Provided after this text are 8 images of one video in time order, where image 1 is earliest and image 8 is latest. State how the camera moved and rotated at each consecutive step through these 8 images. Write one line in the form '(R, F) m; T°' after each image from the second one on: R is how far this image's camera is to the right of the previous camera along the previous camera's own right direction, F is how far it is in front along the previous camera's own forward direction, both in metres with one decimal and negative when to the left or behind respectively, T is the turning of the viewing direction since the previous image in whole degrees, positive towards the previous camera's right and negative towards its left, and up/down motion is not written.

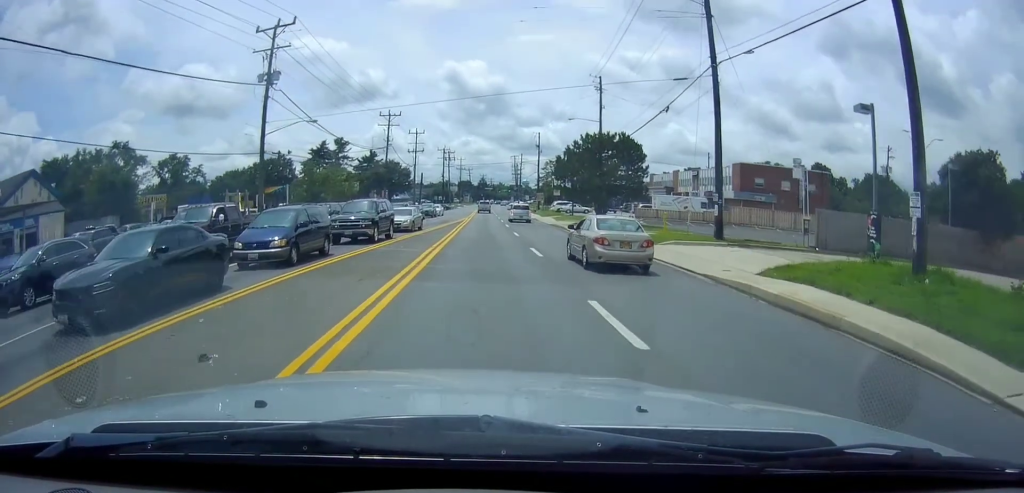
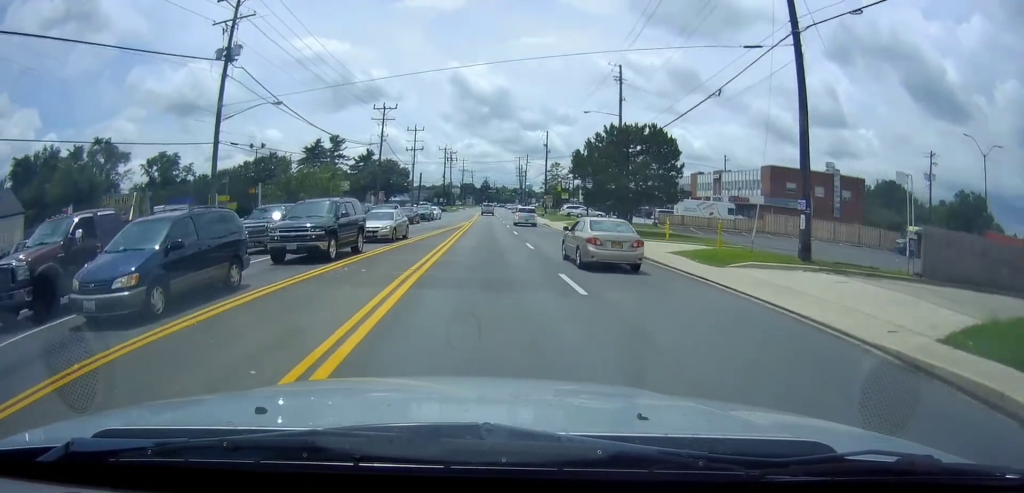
(-0.3, +8.9) m; 0°
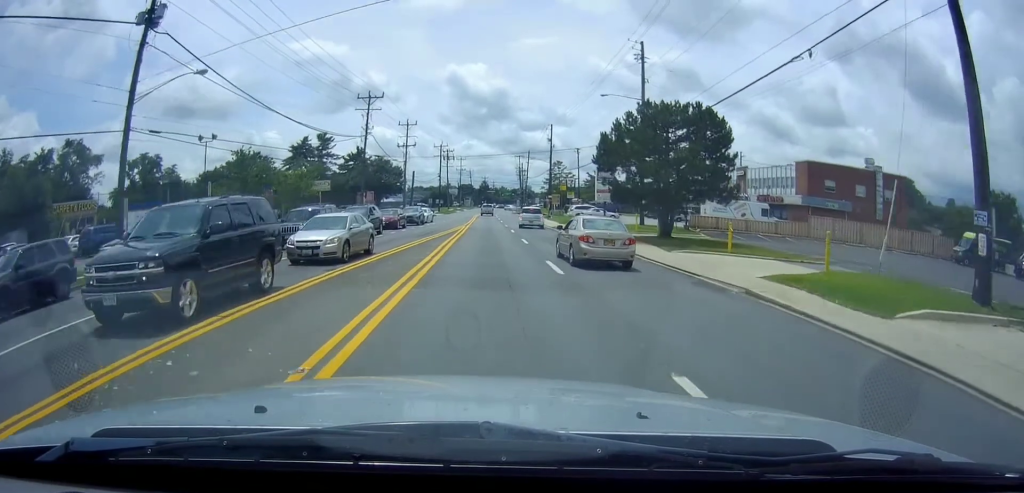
(-0.1, +10.3) m; +2°
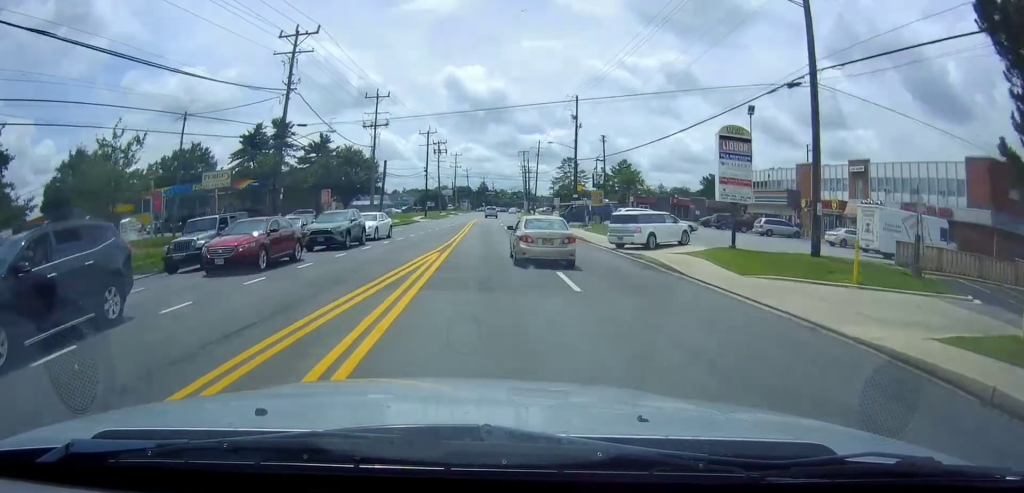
(+1.4, +29.8) m; +2°
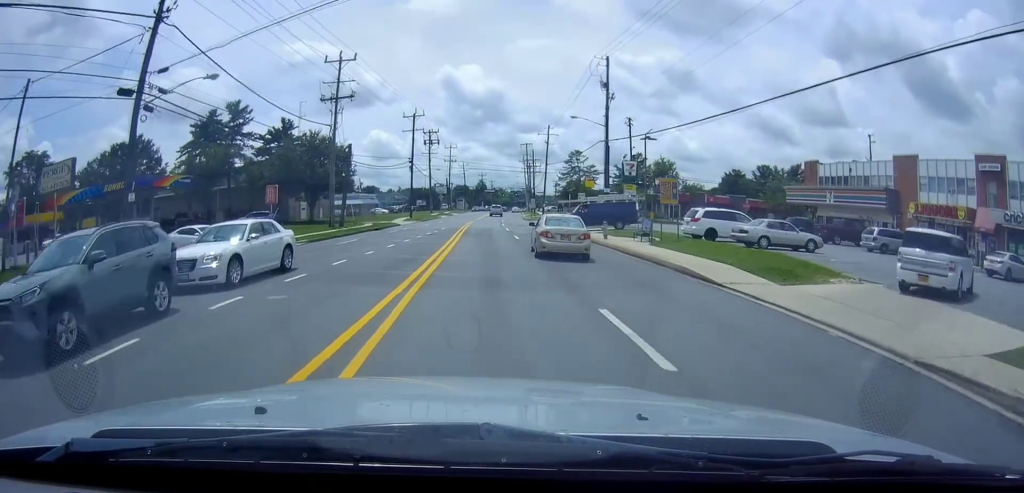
(-0.2, +19.5) m; -1°
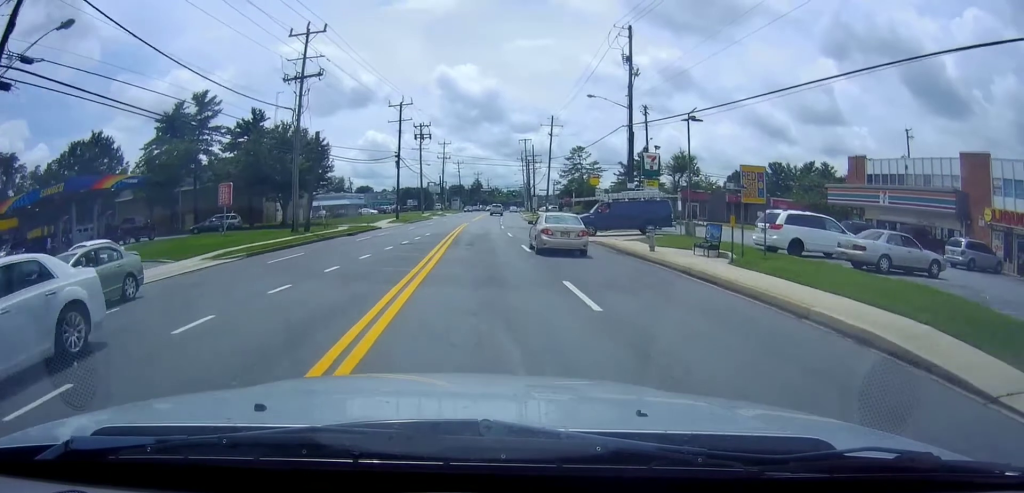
(-0.1, +9.8) m; 0°
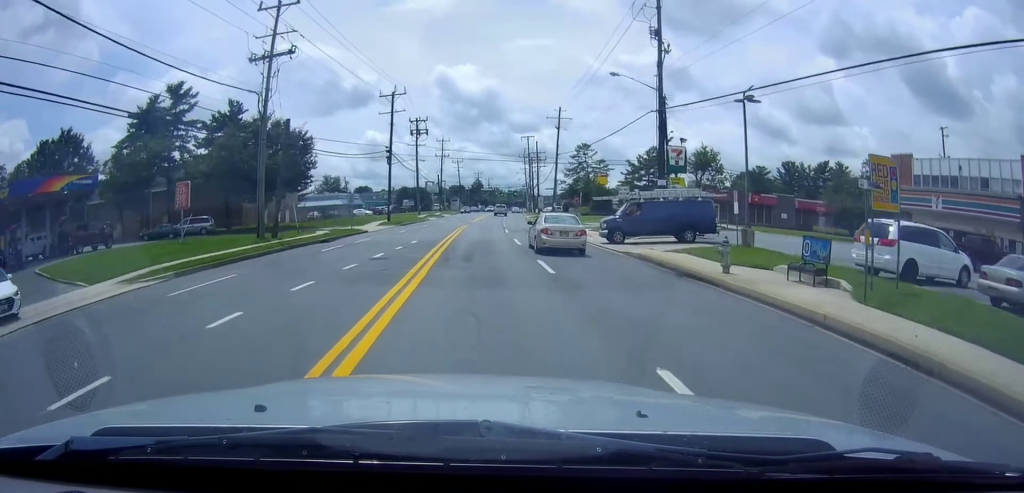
(0.0, +7.6) m; +1°
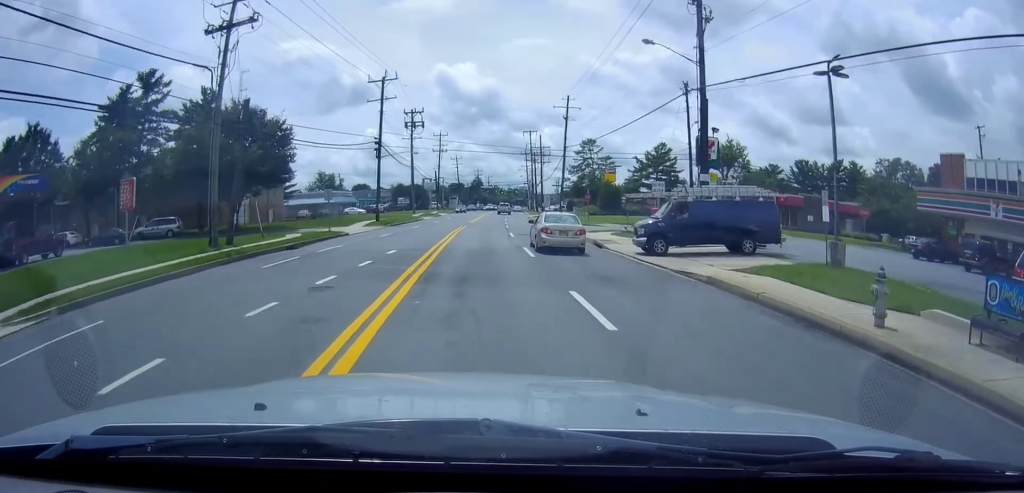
(-0.1, +7.1) m; +1°
